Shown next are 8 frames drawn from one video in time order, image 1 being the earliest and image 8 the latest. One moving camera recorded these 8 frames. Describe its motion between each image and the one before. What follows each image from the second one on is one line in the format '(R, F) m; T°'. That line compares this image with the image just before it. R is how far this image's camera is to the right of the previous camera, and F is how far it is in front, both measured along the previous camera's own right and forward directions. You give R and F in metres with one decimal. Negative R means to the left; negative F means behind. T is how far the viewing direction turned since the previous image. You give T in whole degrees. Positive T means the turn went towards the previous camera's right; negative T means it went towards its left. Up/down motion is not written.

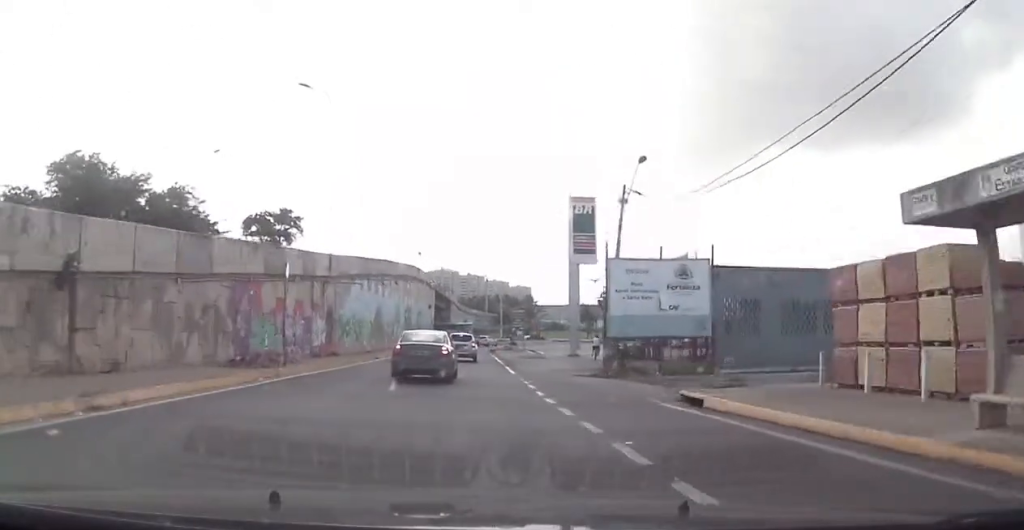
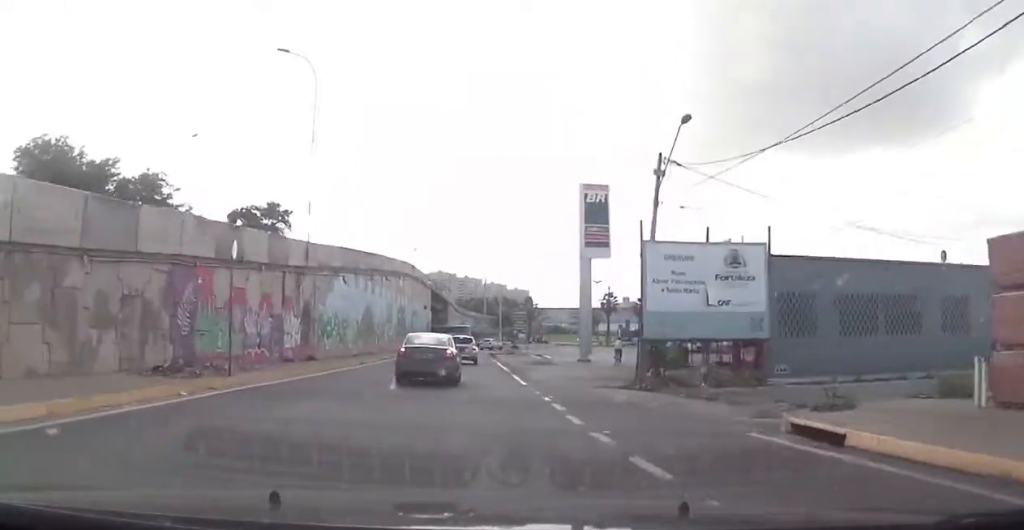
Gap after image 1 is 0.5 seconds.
(0.0, +5.4) m; 0°
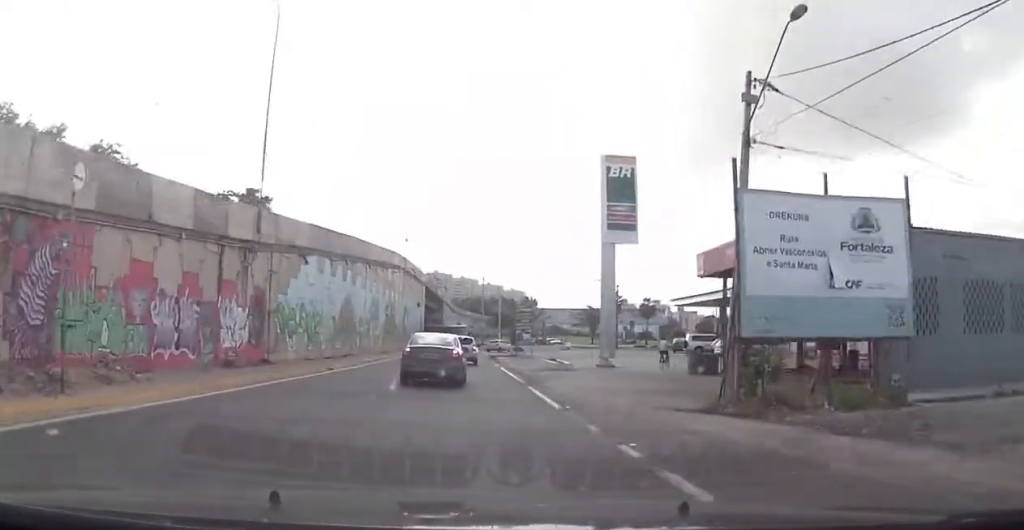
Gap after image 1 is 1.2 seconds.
(0.0, +7.9) m; 0°
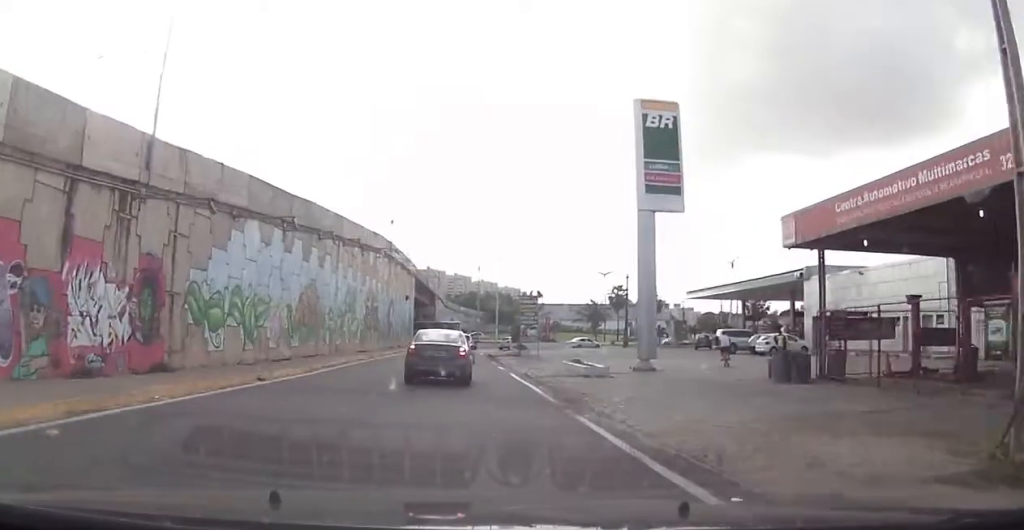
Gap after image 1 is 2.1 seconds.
(0.0, +9.0) m; 0°
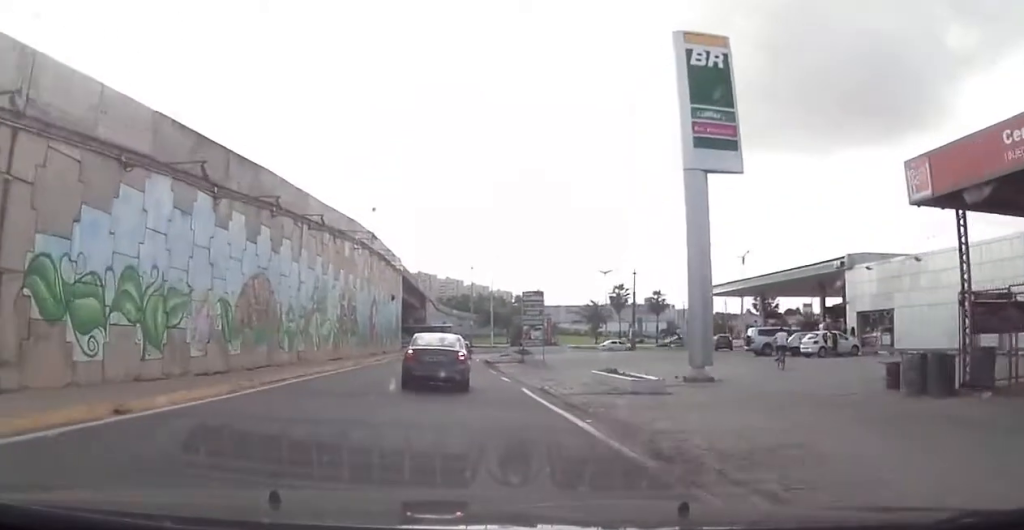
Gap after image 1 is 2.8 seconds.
(0.0, +7.4) m; 0°
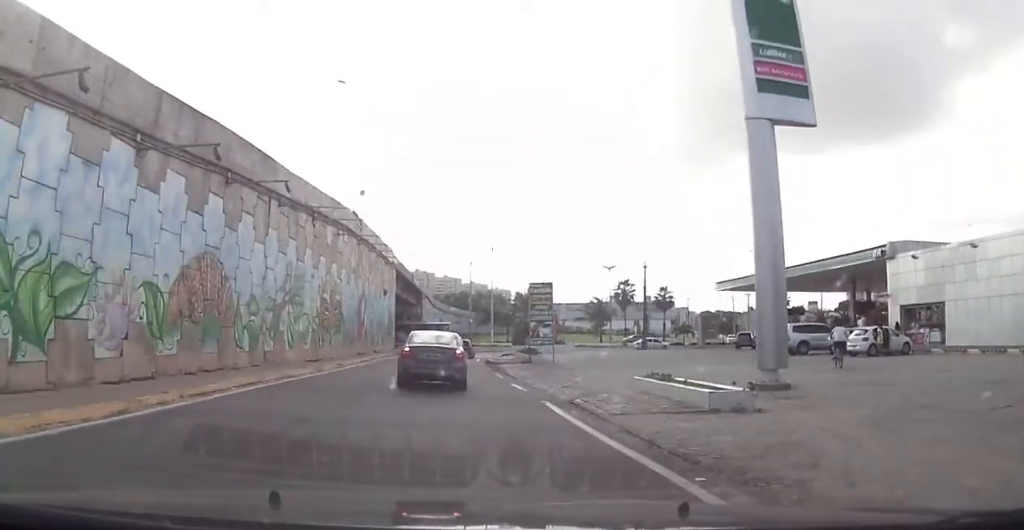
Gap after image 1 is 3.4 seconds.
(0.0, +5.4) m; 0°
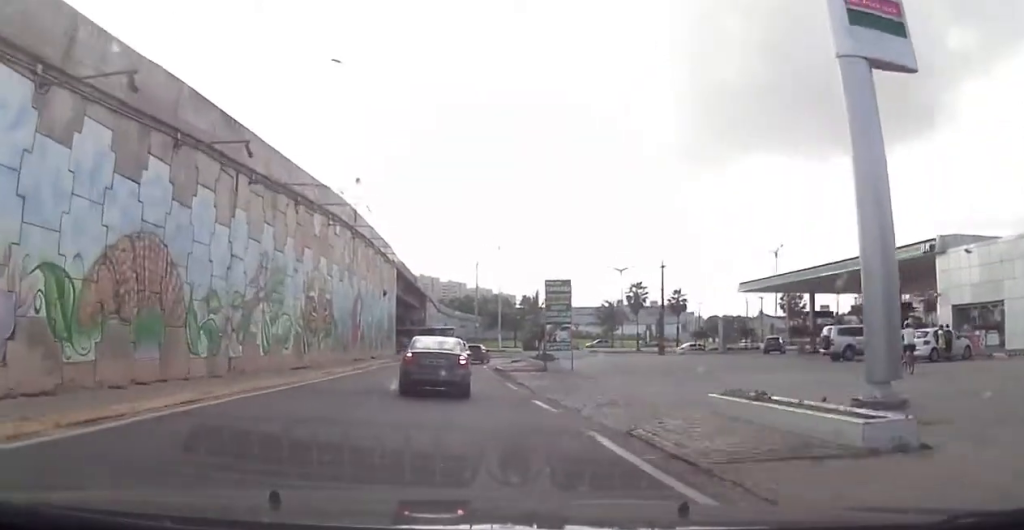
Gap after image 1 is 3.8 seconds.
(0.0, +4.6) m; 0°
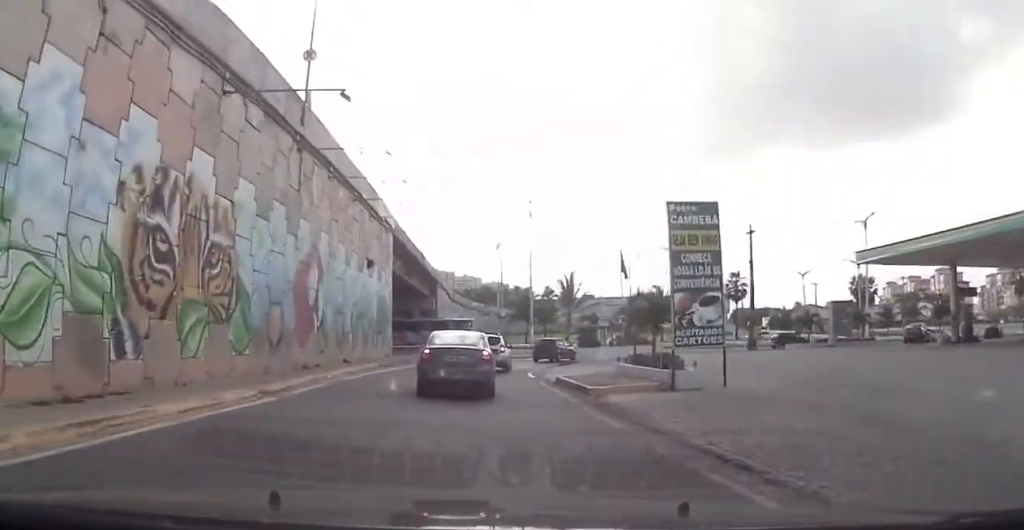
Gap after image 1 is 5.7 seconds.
(-0.1, +18.1) m; 0°
